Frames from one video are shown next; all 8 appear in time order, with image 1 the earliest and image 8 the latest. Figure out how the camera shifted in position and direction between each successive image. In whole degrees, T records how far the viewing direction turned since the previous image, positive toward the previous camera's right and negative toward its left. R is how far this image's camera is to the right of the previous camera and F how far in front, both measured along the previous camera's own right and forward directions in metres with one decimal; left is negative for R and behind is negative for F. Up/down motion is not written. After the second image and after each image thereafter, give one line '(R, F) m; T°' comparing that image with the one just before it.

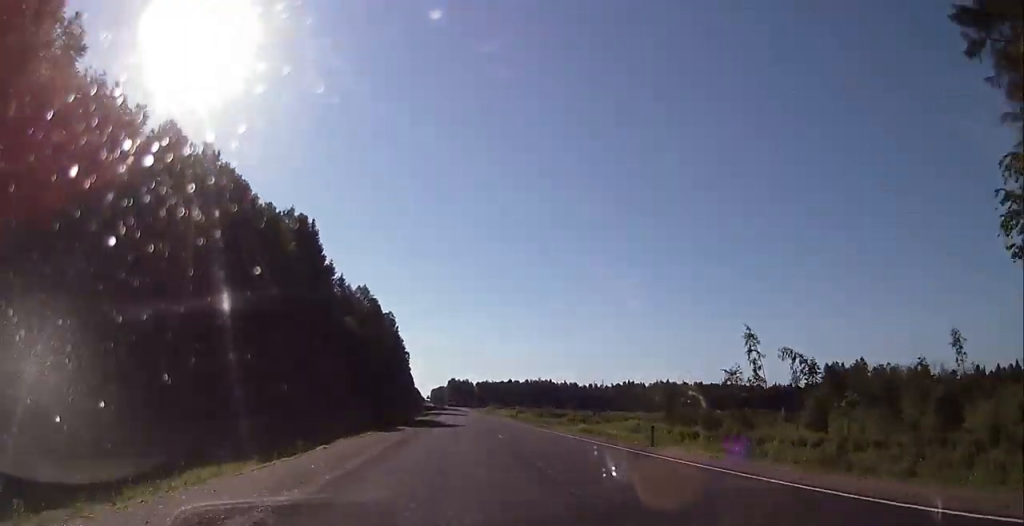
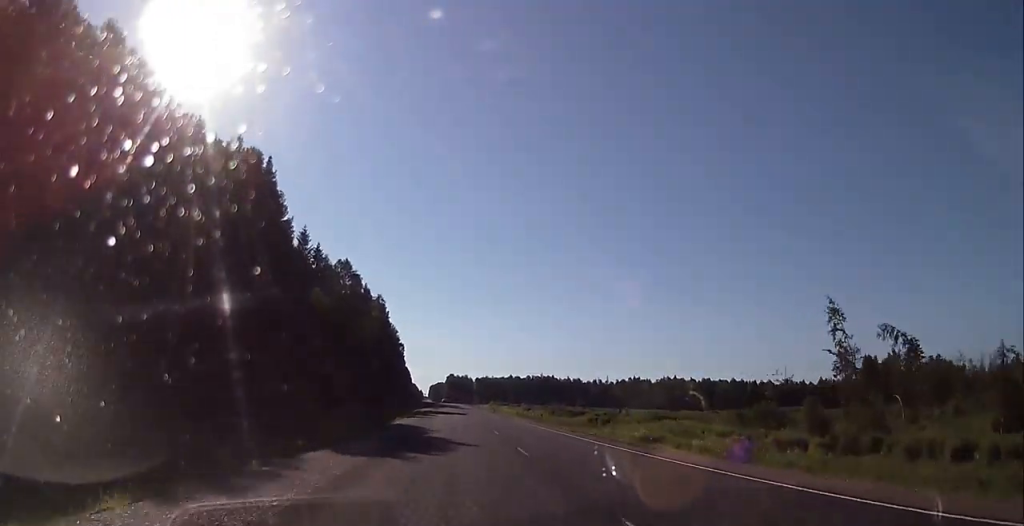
(+0.2, +21.7) m; 0°
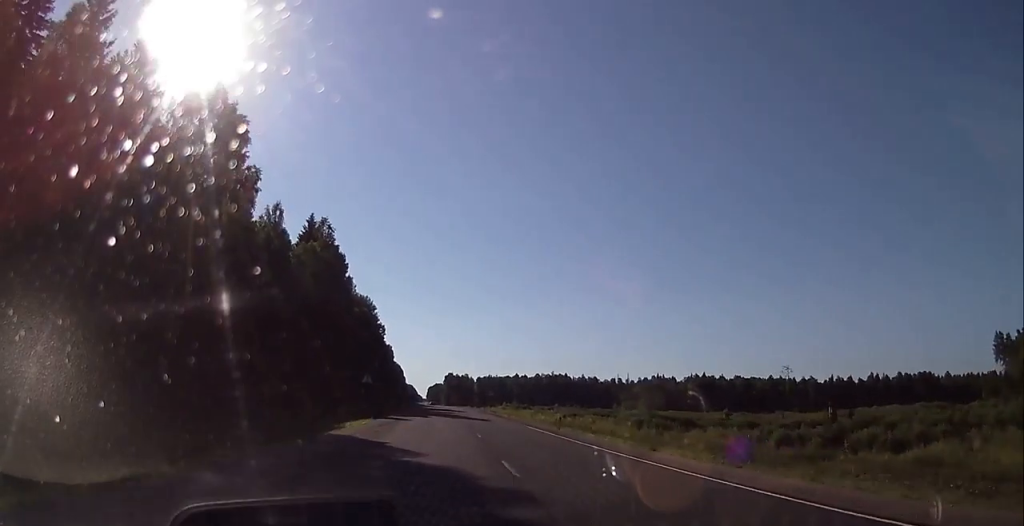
(-1.1, +64.3) m; -2°
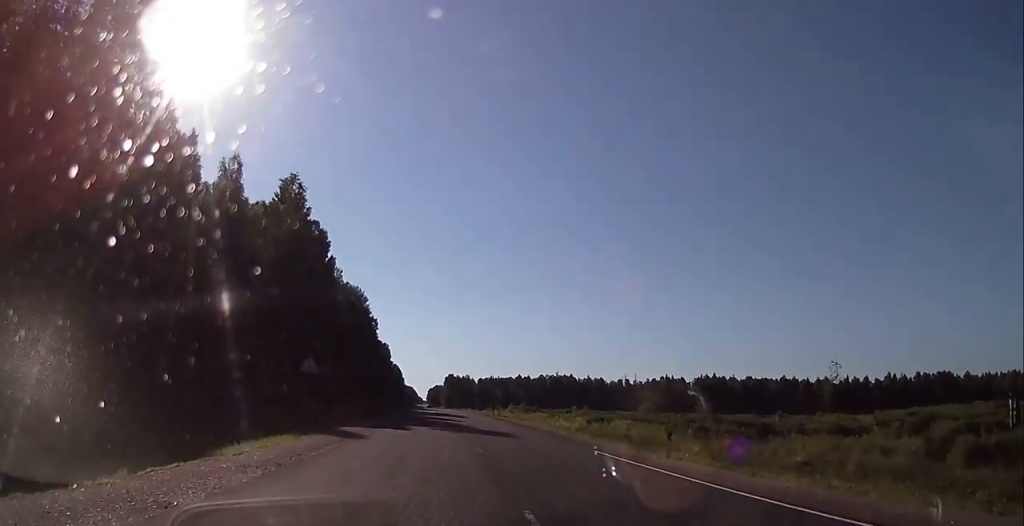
(-0.1, +18.1) m; 0°
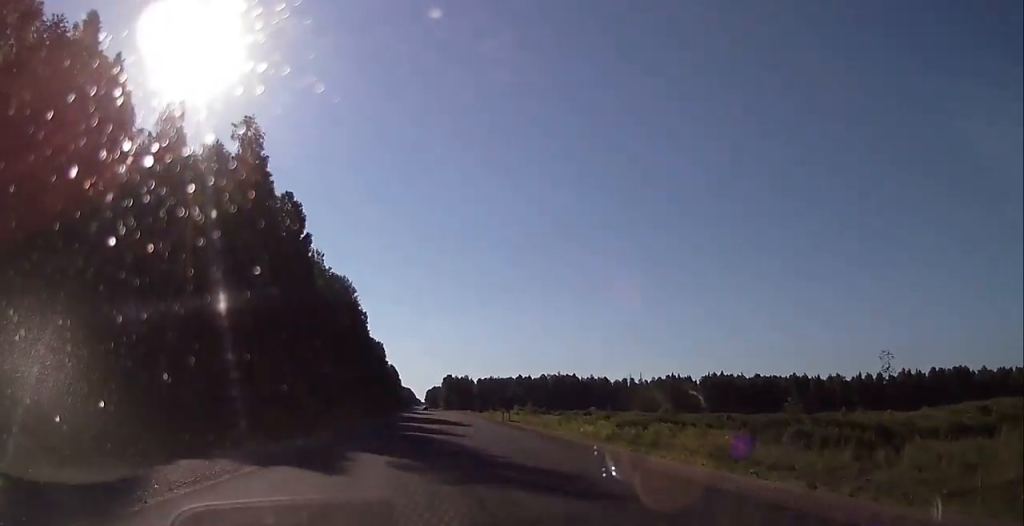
(0.0, +15.9) m; 0°
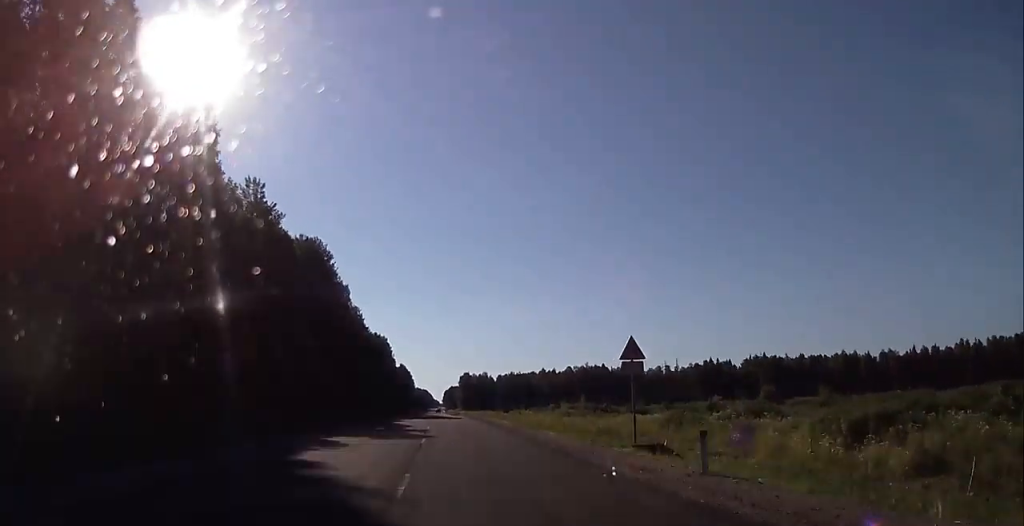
(+0.4, +39.2) m; -1°
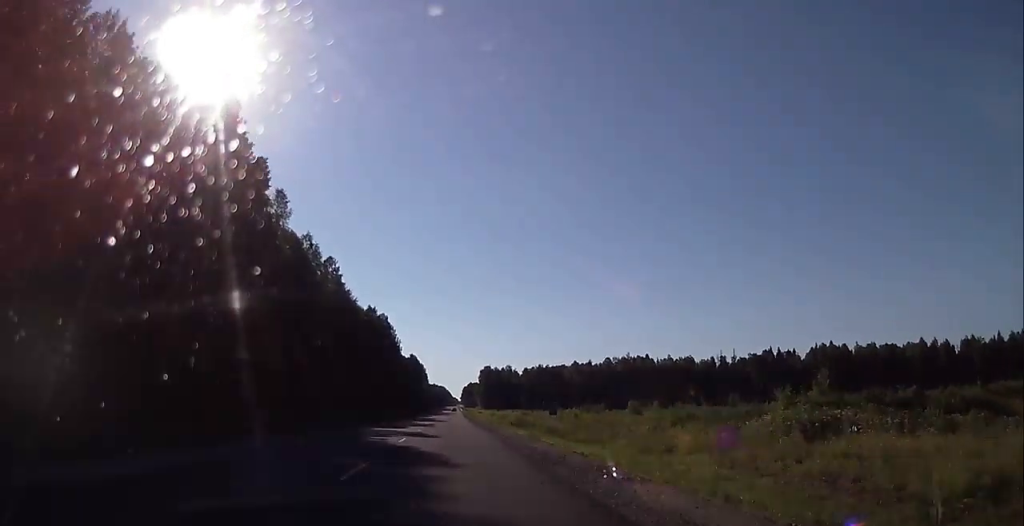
(-1.7, +56.7) m; -3°
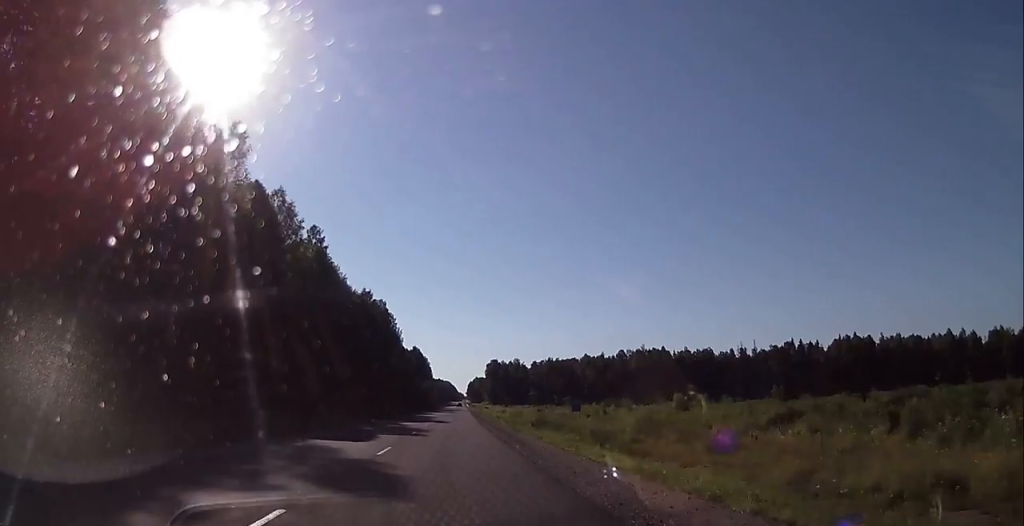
(0.0, +17.8) m; 0°
